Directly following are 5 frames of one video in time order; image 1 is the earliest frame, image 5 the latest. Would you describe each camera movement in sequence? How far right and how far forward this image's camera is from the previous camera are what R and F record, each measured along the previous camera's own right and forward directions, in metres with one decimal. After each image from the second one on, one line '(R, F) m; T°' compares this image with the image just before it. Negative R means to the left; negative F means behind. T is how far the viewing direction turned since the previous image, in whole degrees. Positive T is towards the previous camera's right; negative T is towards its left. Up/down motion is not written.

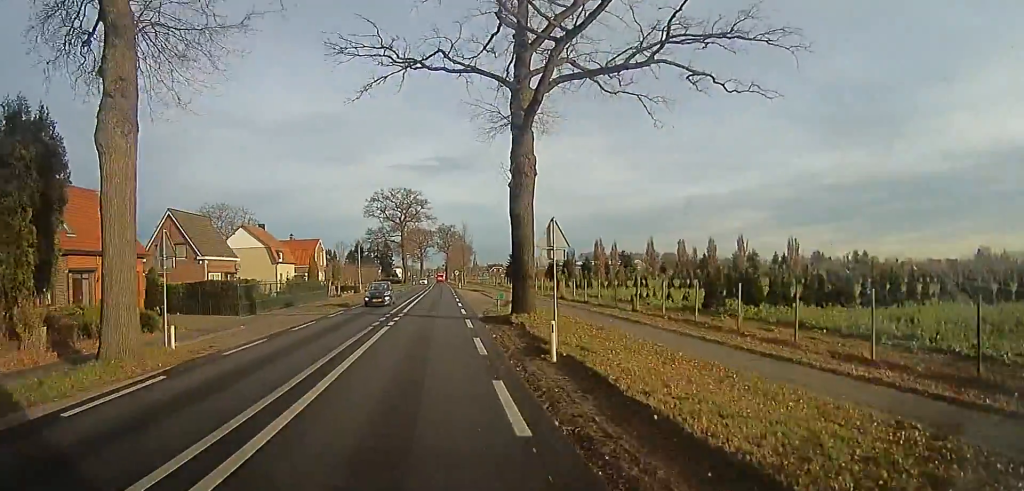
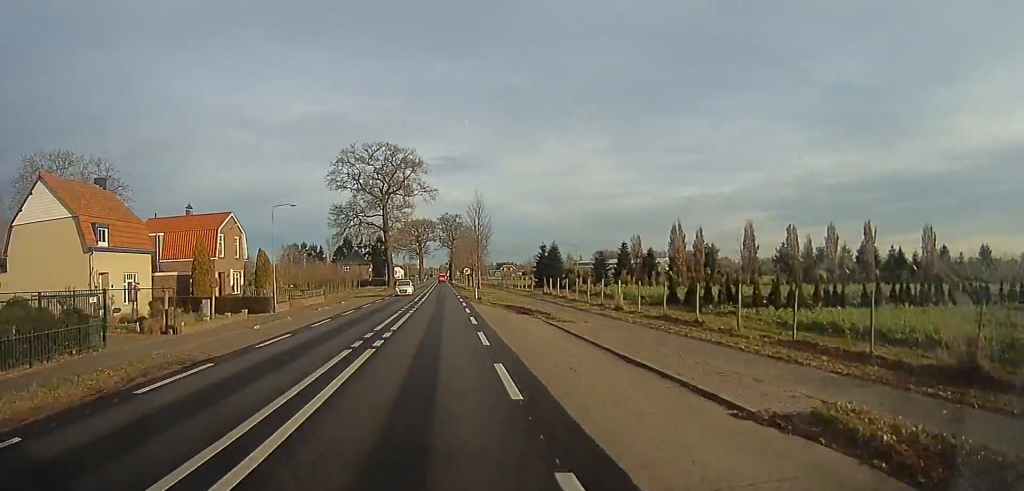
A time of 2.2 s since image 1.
(0.0, +34.2) m; 0°
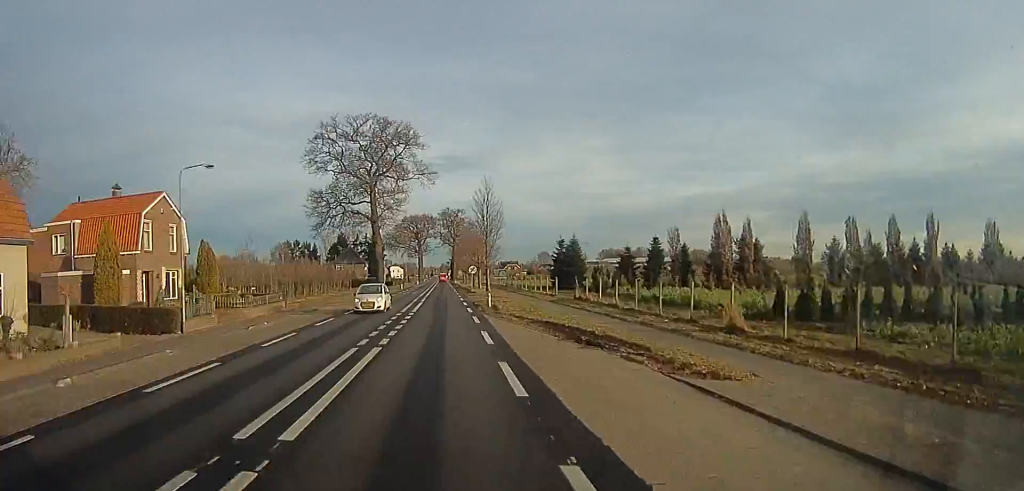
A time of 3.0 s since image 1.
(0.0, +11.8) m; 0°
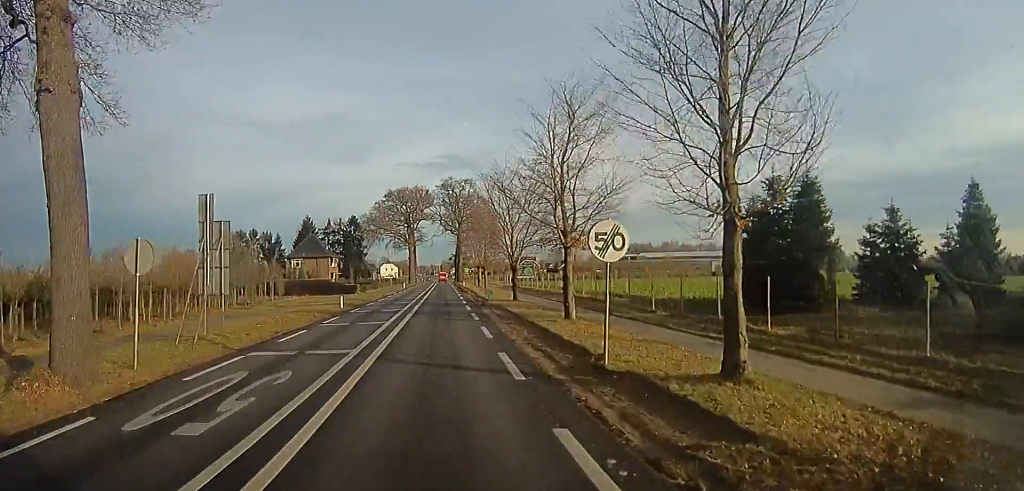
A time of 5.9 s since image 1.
(+0.6, +46.3) m; +1°
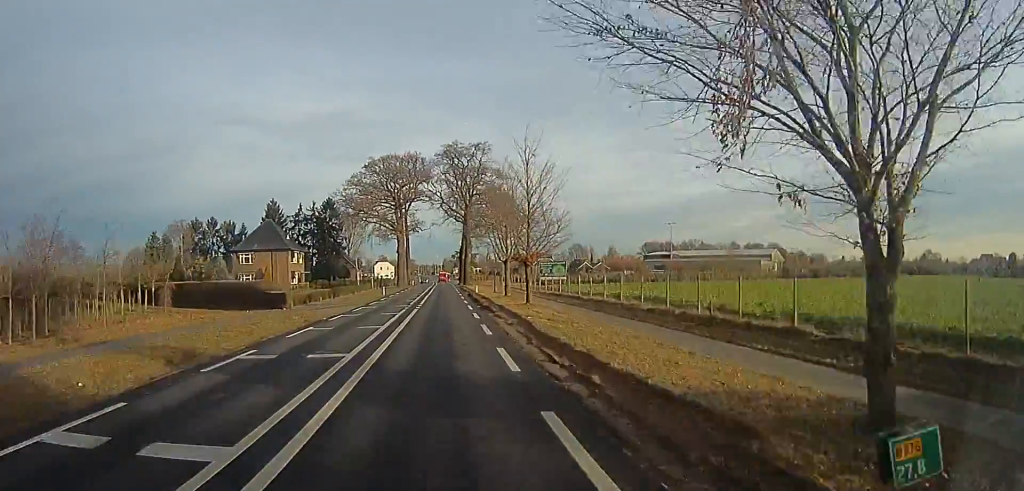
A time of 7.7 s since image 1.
(0.0, +28.8) m; -1°
